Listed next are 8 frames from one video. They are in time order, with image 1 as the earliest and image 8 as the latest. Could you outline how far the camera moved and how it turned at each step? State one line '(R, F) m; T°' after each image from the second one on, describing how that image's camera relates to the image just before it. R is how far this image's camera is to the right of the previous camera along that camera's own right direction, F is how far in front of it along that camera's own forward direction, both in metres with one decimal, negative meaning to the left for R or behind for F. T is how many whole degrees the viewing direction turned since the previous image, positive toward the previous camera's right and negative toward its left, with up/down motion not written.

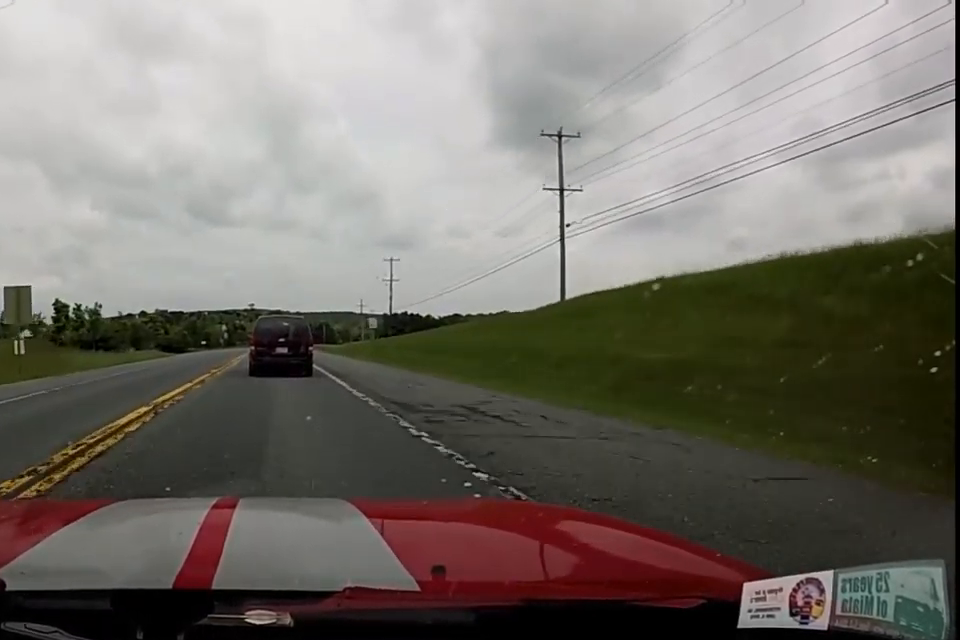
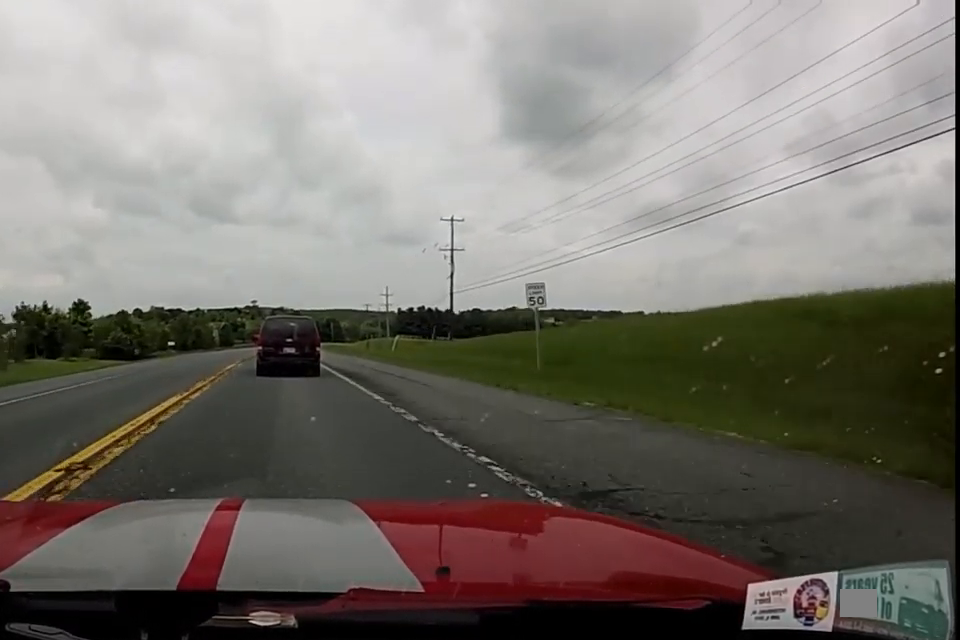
(0.0, +30.0) m; +1°
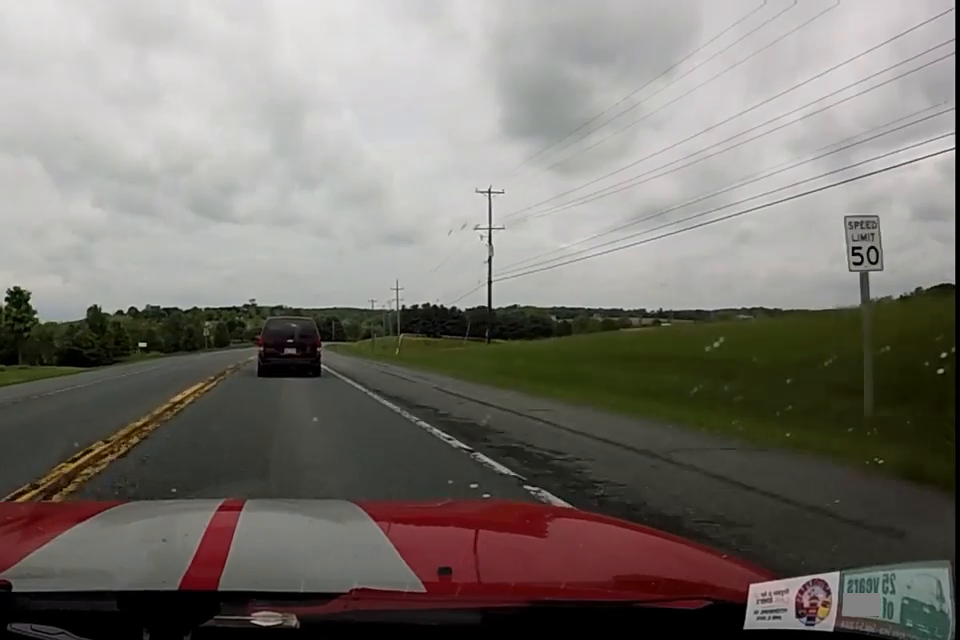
(+0.1, +11.5) m; +1°
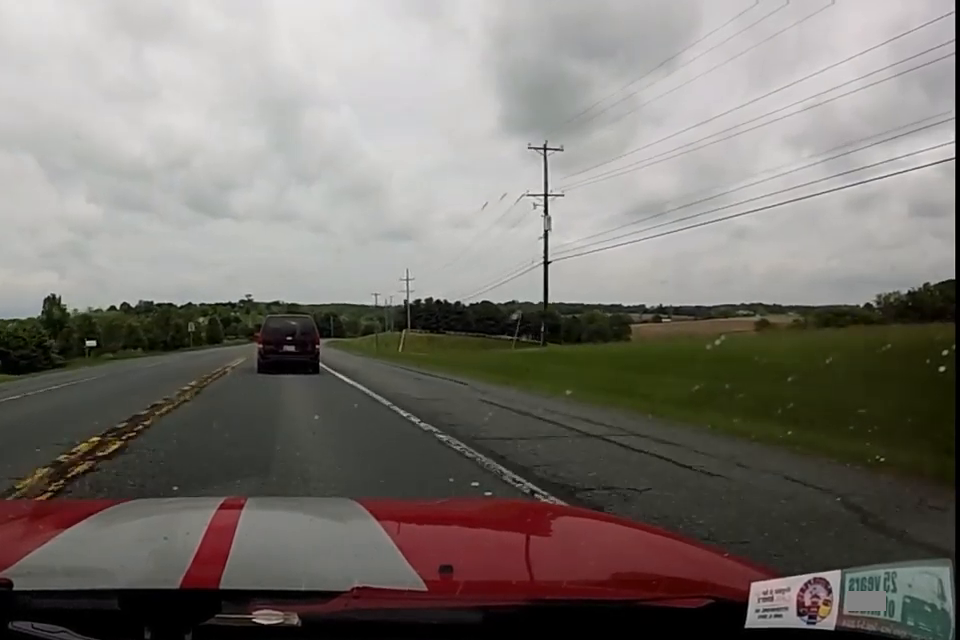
(+0.2, +11.5) m; +1°
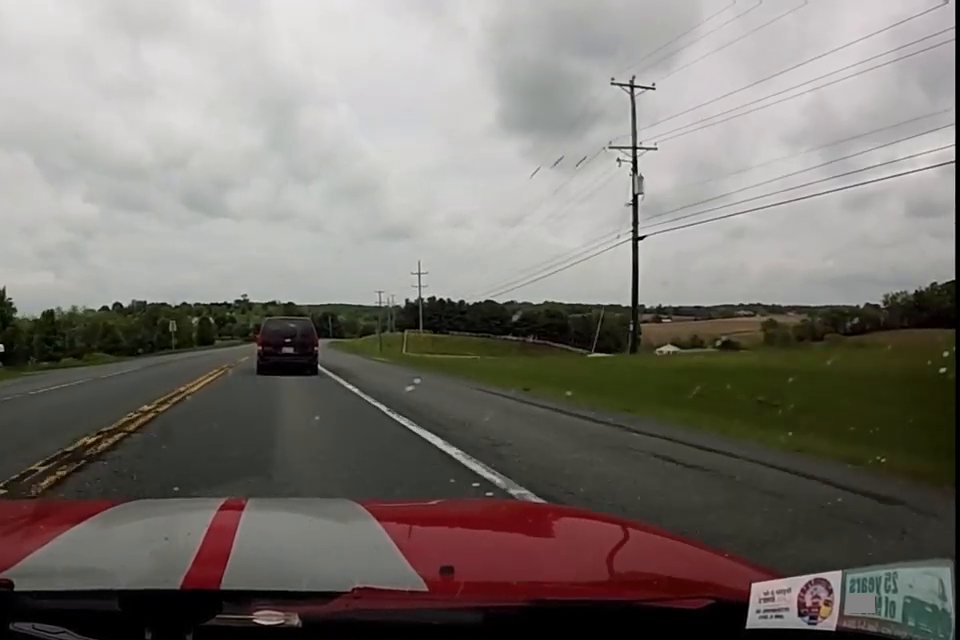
(0.0, +10.9) m; 0°
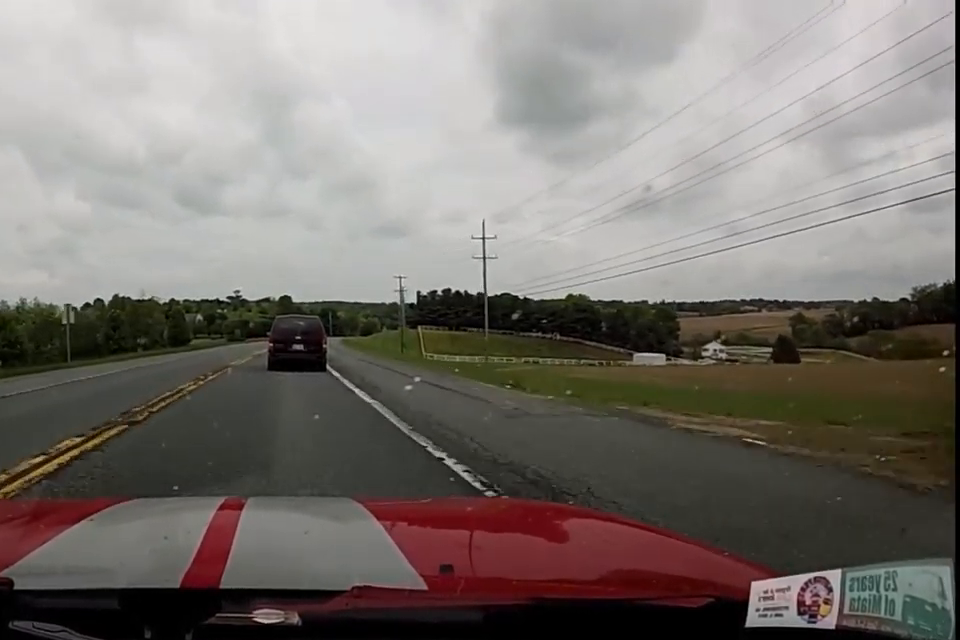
(0.0, +30.8) m; +2°
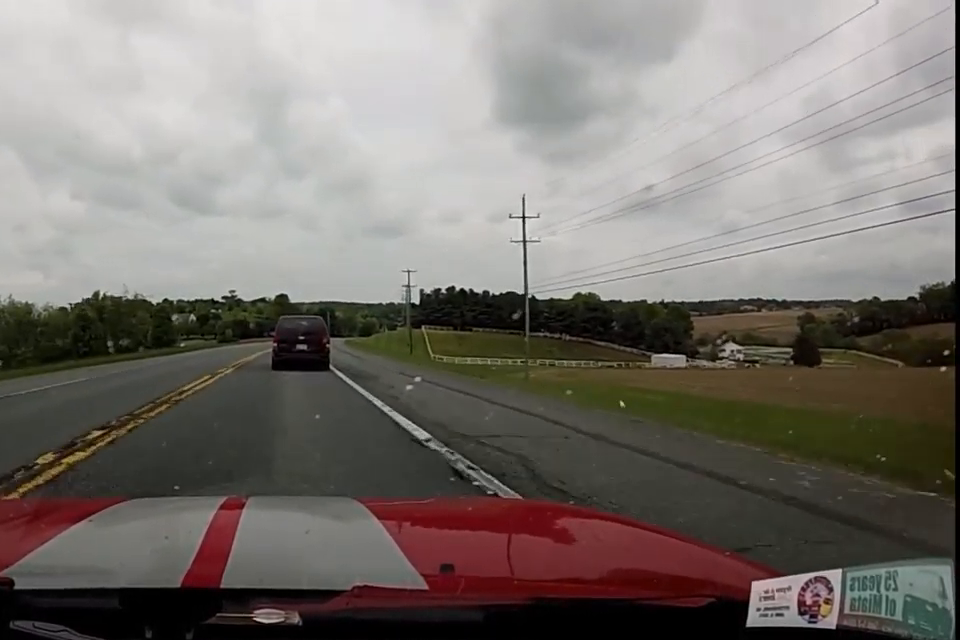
(+0.3, +10.7) m; +1°
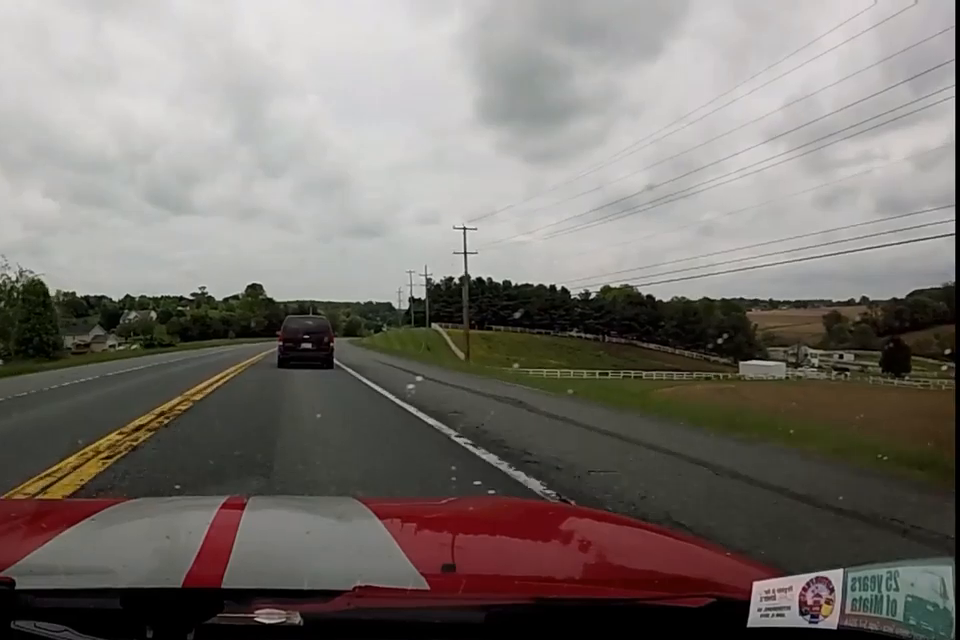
(+1.1, +41.3) m; +2°
